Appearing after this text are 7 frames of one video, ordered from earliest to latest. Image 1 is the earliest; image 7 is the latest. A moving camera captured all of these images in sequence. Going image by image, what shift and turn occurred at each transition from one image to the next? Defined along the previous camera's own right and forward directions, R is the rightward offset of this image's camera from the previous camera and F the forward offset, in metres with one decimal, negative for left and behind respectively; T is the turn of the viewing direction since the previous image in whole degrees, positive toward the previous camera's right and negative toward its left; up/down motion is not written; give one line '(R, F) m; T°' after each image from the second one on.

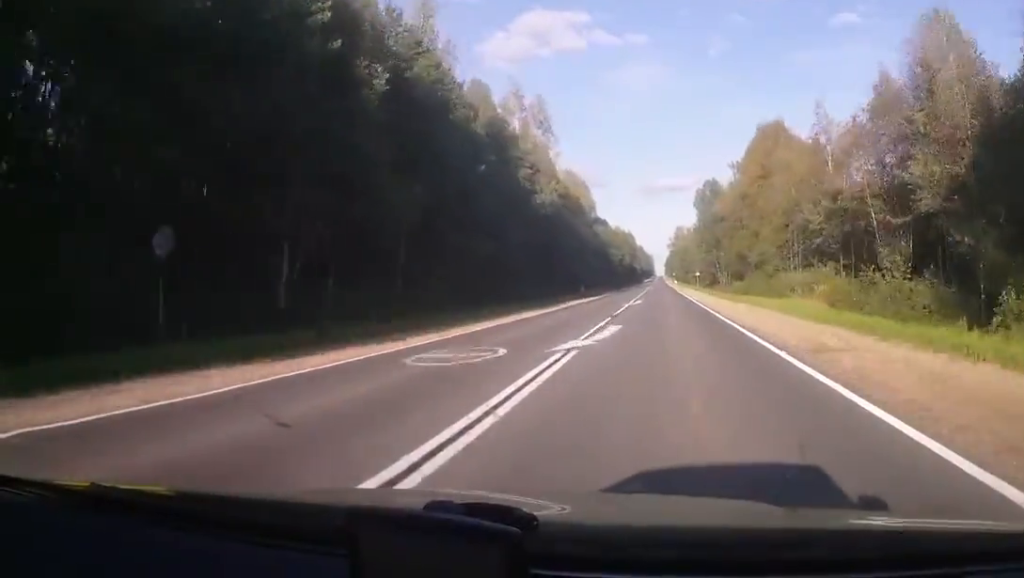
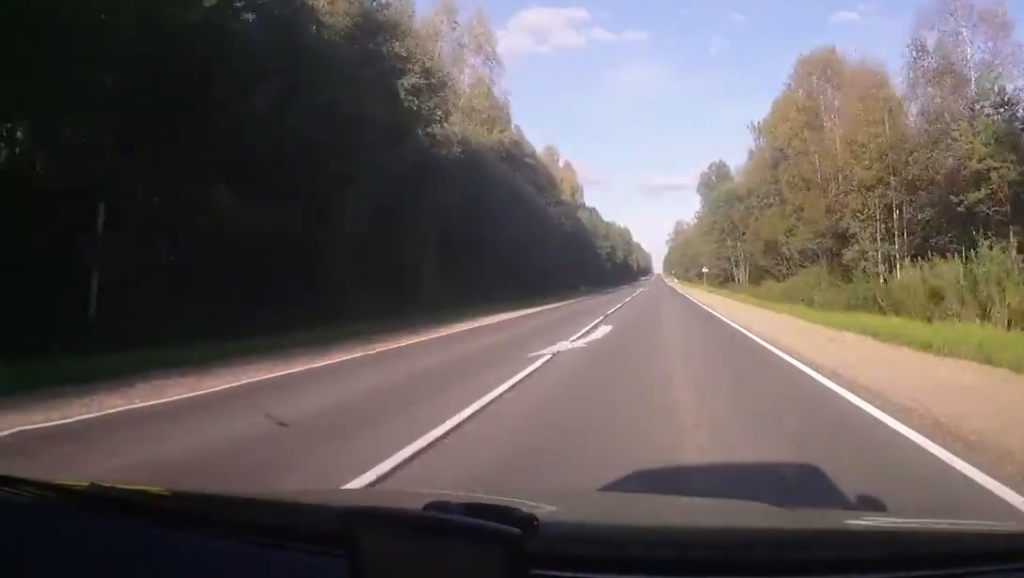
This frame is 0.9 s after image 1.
(+0.2, +24.9) m; 0°
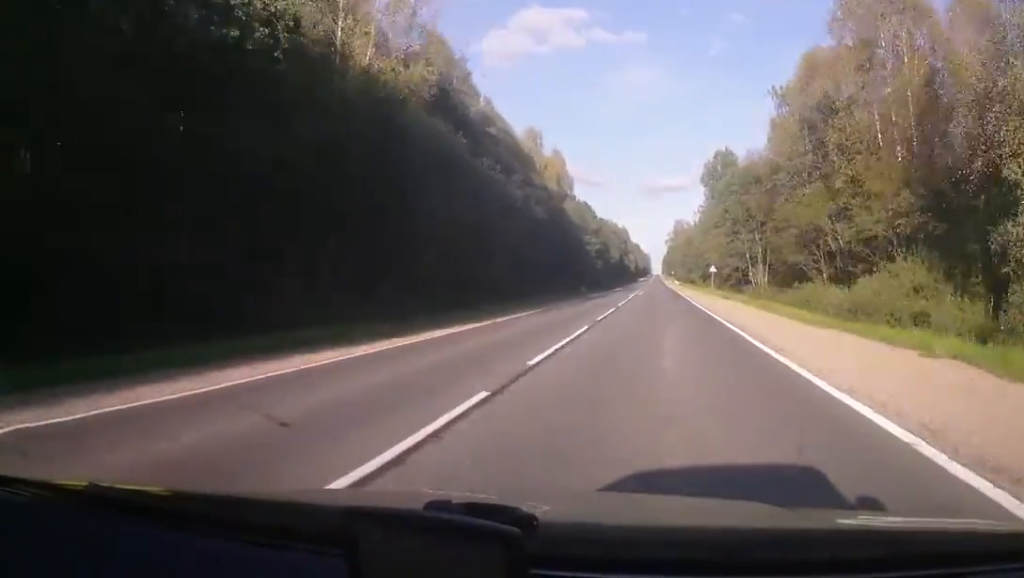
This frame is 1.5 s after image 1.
(+0.3, +15.9) m; 0°
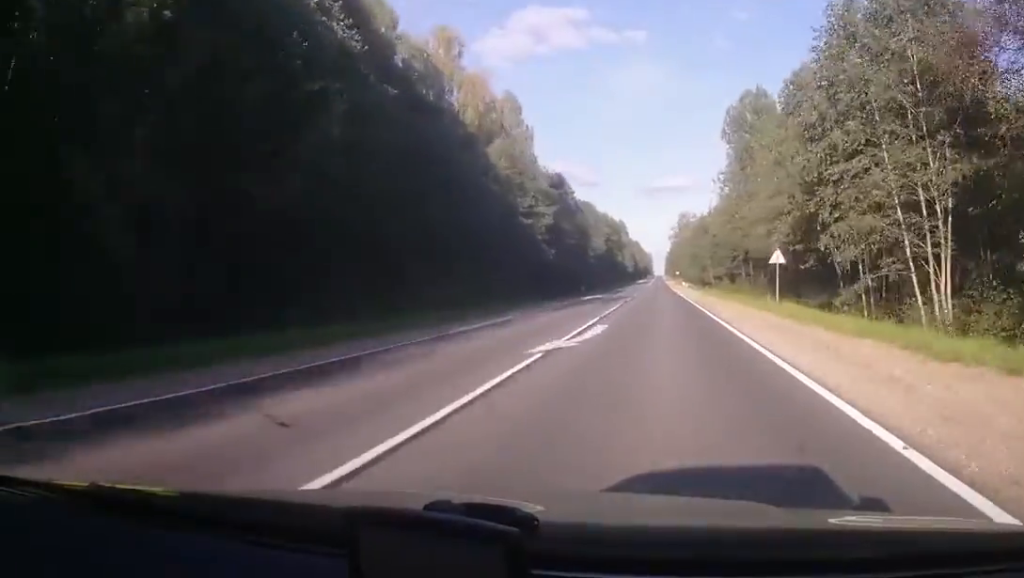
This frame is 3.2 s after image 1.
(-0.8, +43.5) m; -1°
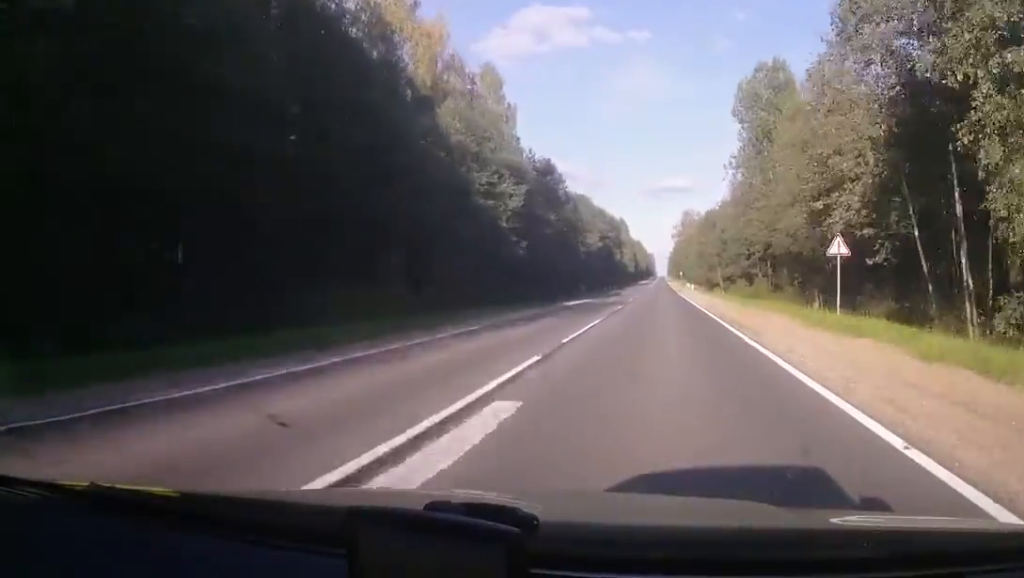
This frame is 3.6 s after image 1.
(0.0, +12.4) m; 0°
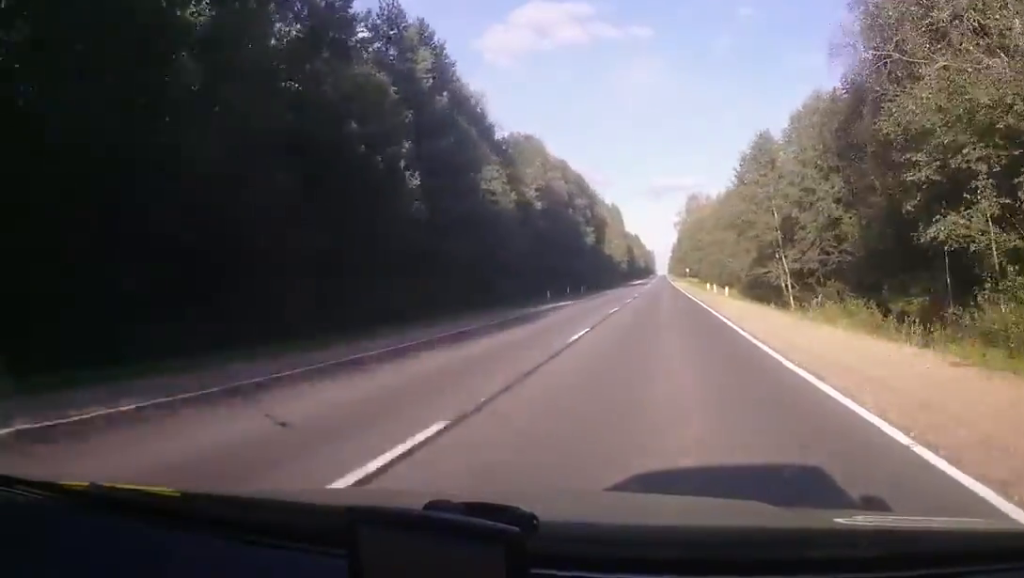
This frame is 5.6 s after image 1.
(0.0, +53.1) m; +1°
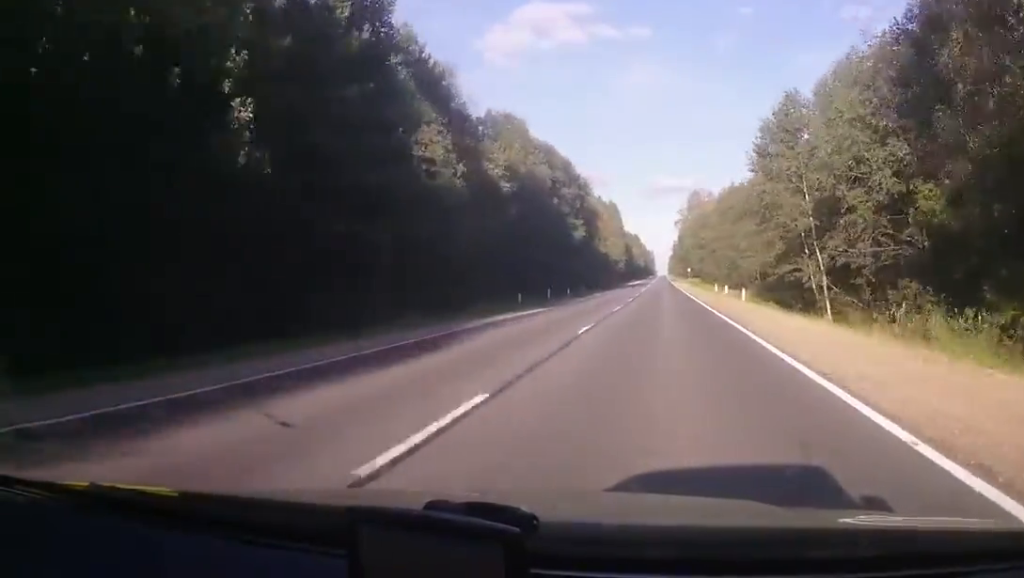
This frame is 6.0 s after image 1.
(+0.2, +10.6) m; 0°
